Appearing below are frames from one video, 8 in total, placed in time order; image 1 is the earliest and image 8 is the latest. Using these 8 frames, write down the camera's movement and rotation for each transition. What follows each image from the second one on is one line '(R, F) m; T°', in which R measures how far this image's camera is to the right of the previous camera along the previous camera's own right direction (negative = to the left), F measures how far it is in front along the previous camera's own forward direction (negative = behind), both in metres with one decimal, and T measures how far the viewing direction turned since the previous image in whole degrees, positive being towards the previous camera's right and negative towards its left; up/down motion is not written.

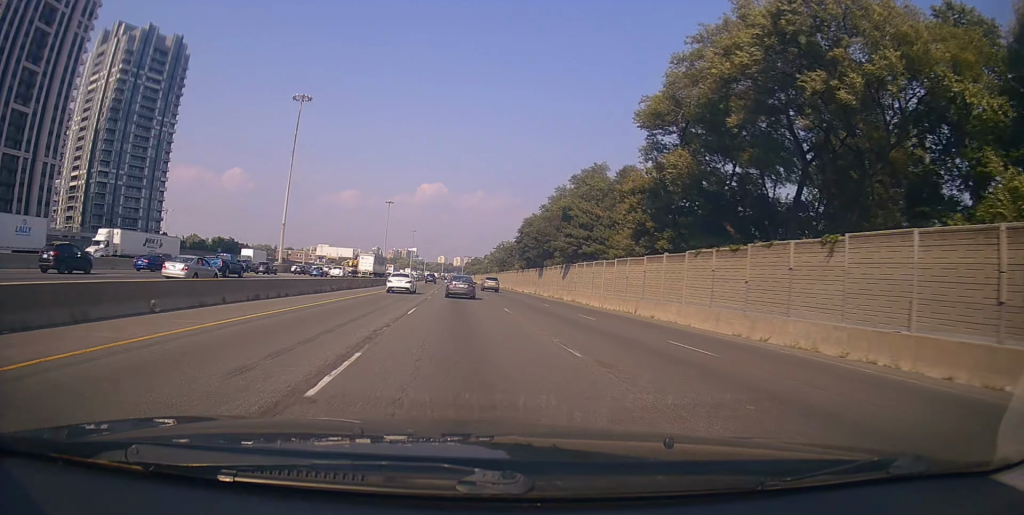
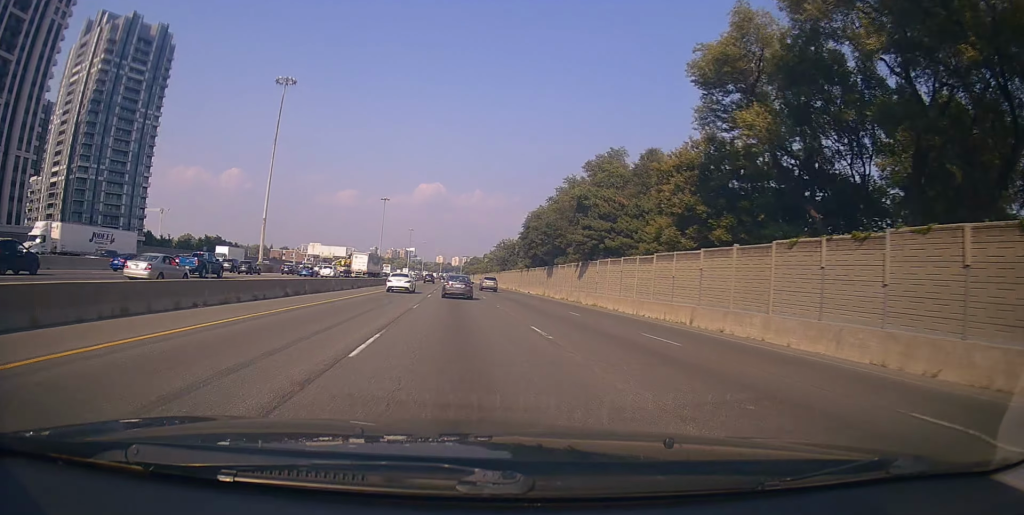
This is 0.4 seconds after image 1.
(-0.1, +9.8) m; 0°
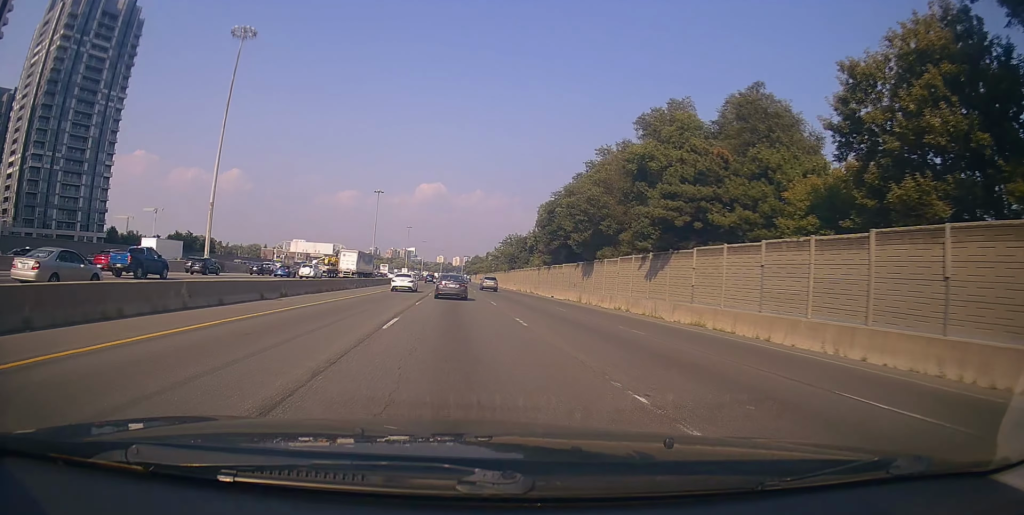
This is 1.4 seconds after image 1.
(+0.1, +21.4) m; +1°
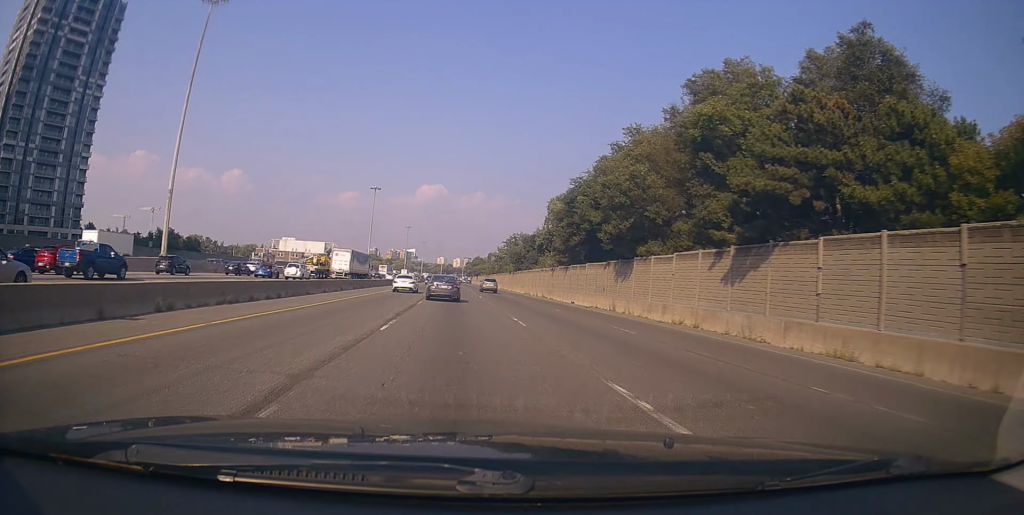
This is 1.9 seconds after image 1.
(+0.1, +11.7) m; 0°
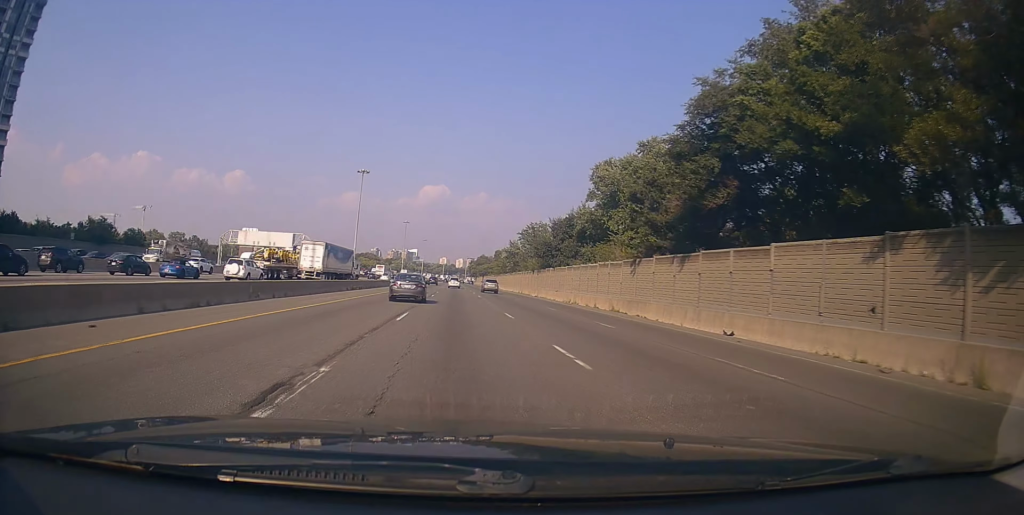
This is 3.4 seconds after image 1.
(-0.1, +32.7) m; 0°
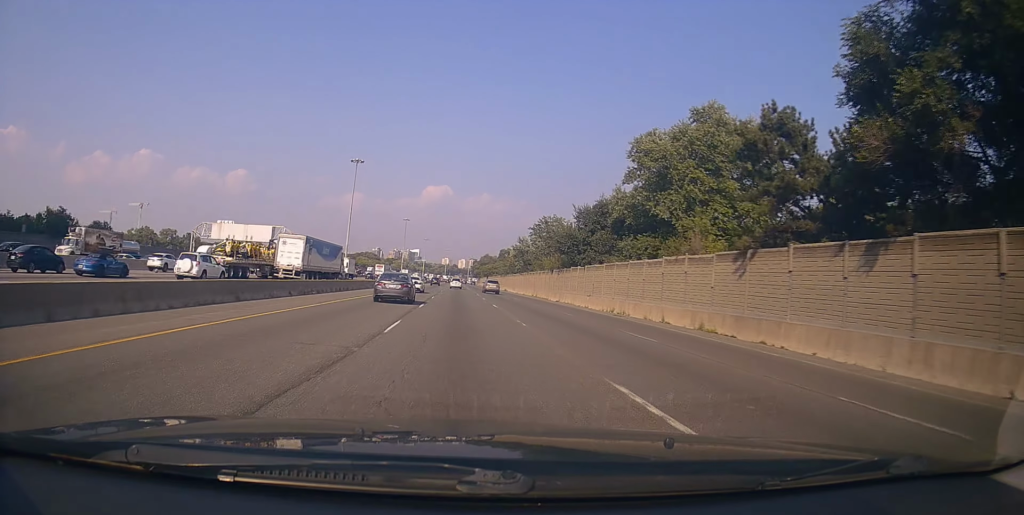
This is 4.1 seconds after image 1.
(+0.1, +15.6) m; 0°
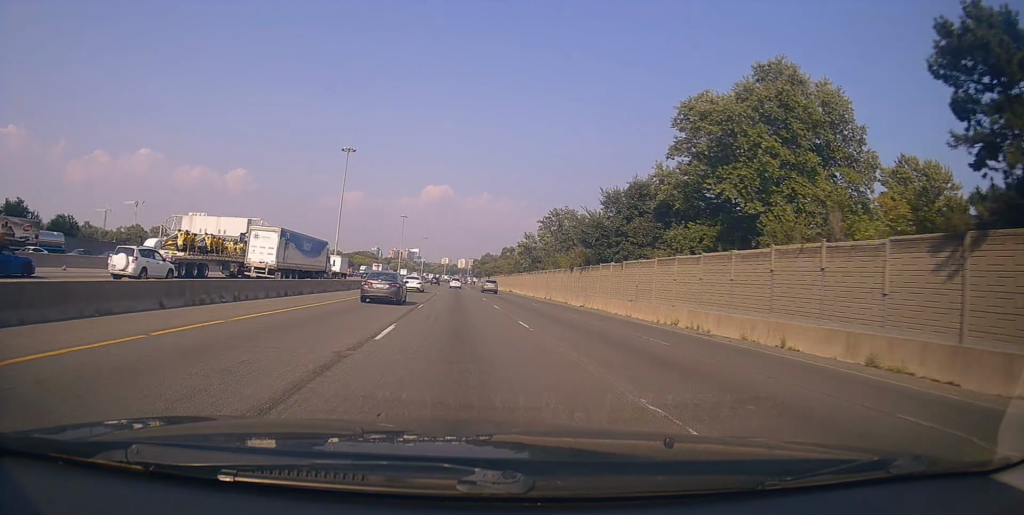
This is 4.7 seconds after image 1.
(+0.1, +12.8) m; 0°
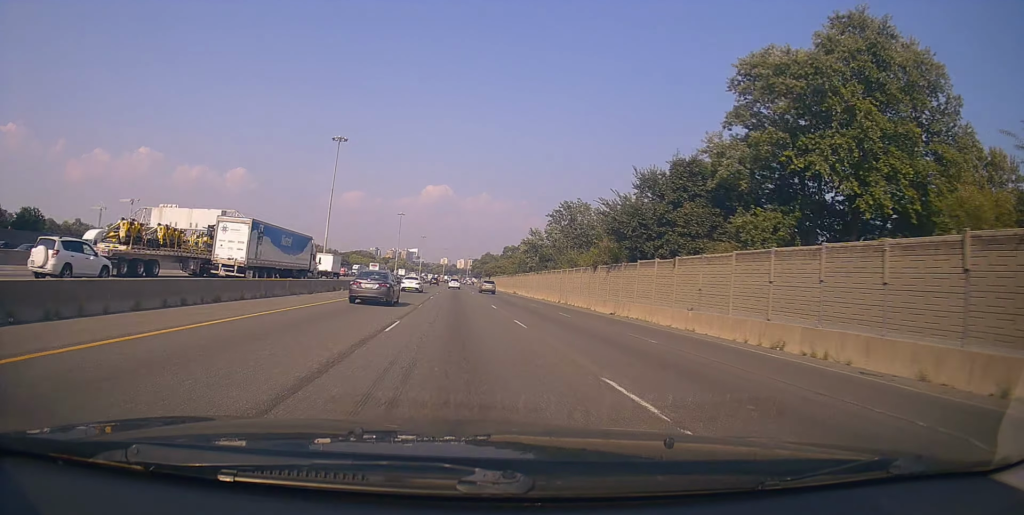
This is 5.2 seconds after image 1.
(-0.1, +10.8) m; 0°
